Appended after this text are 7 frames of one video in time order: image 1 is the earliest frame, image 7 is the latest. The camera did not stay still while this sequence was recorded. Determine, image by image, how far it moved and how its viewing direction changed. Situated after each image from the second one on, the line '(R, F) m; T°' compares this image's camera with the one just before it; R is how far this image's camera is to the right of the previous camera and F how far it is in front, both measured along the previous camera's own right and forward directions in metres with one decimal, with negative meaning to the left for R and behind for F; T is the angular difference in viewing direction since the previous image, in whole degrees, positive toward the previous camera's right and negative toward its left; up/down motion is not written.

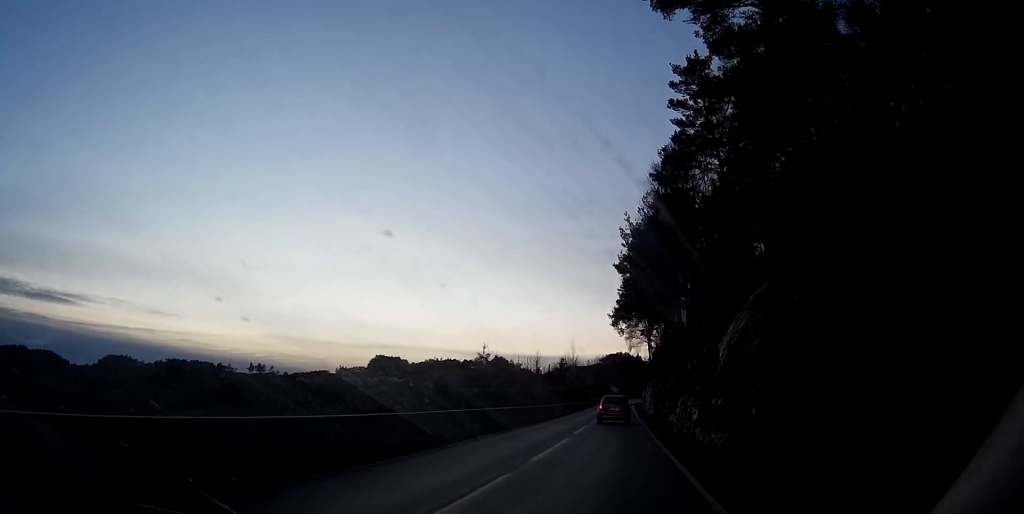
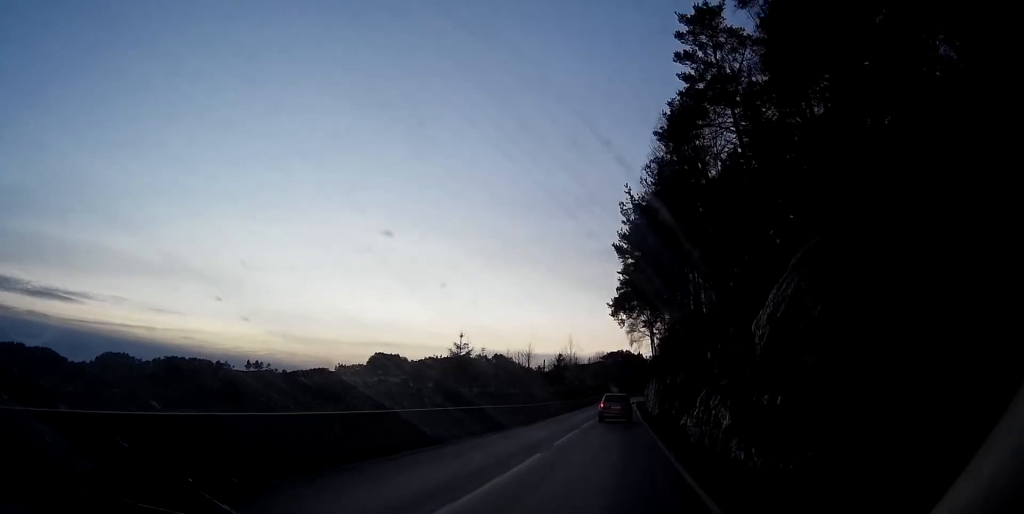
(0.0, +7.2) m; 0°
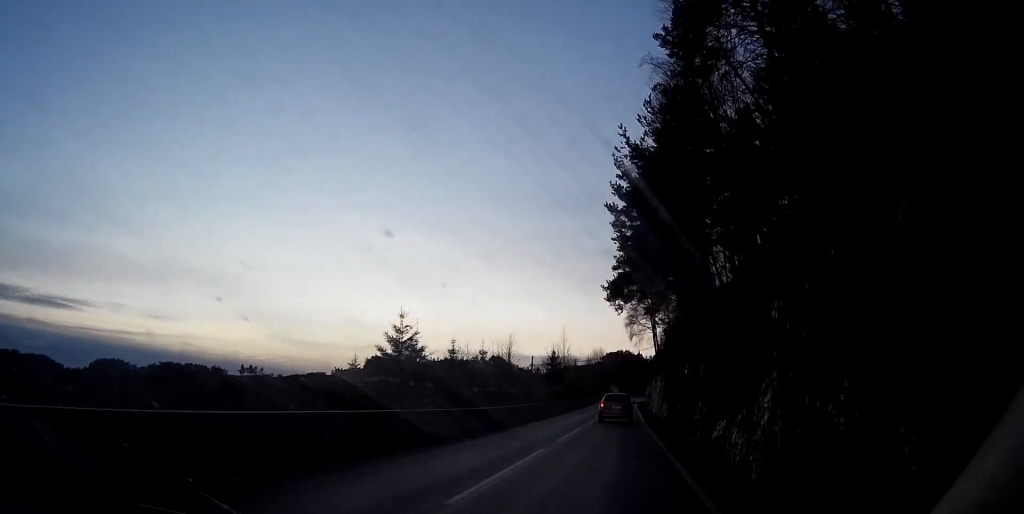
(0.0, +11.1) m; 0°
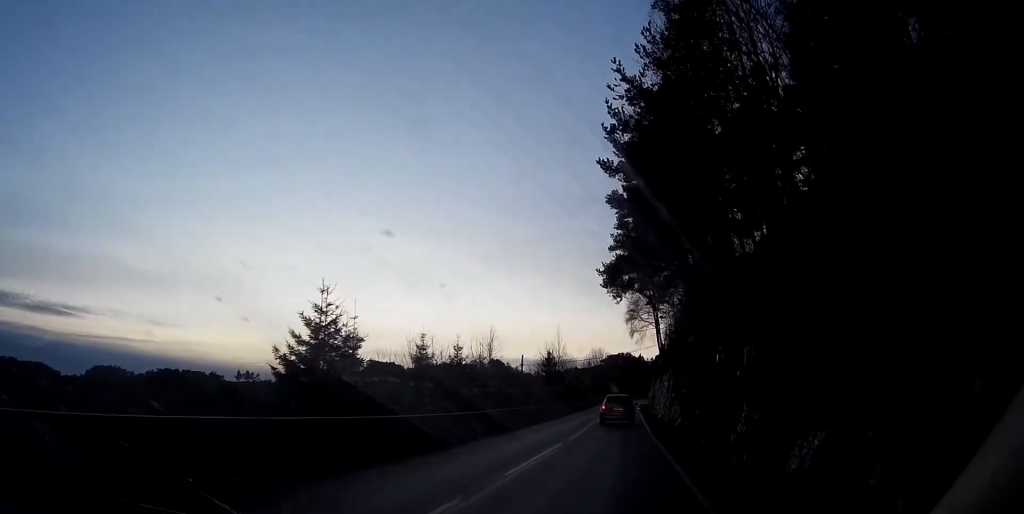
(0.0, +8.5) m; 0°
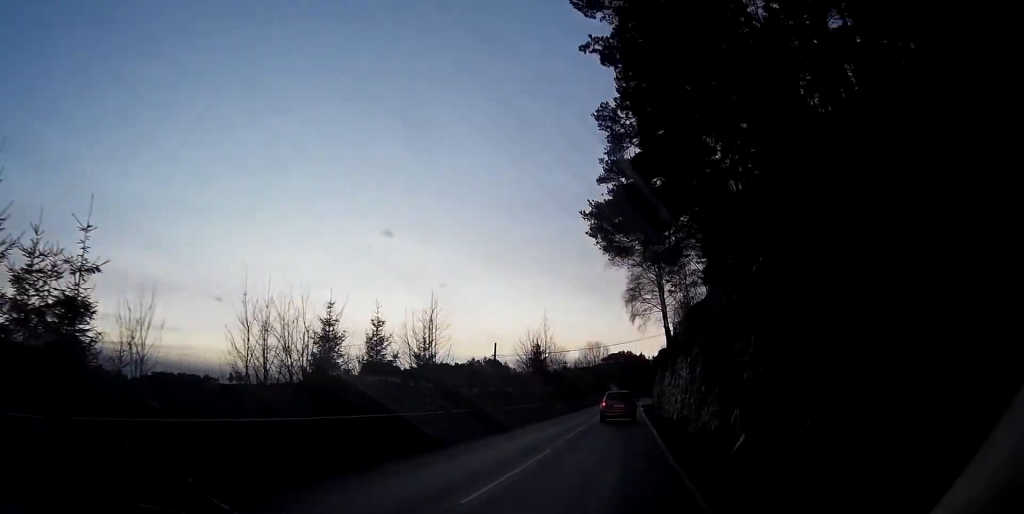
(+0.1, +15.4) m; 0°
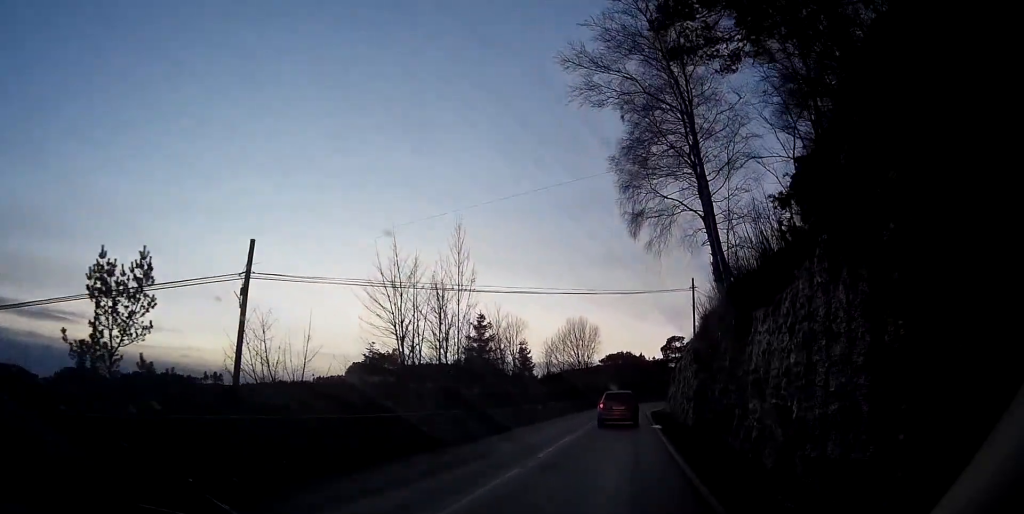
(-0.4, +39.9) m; -2°
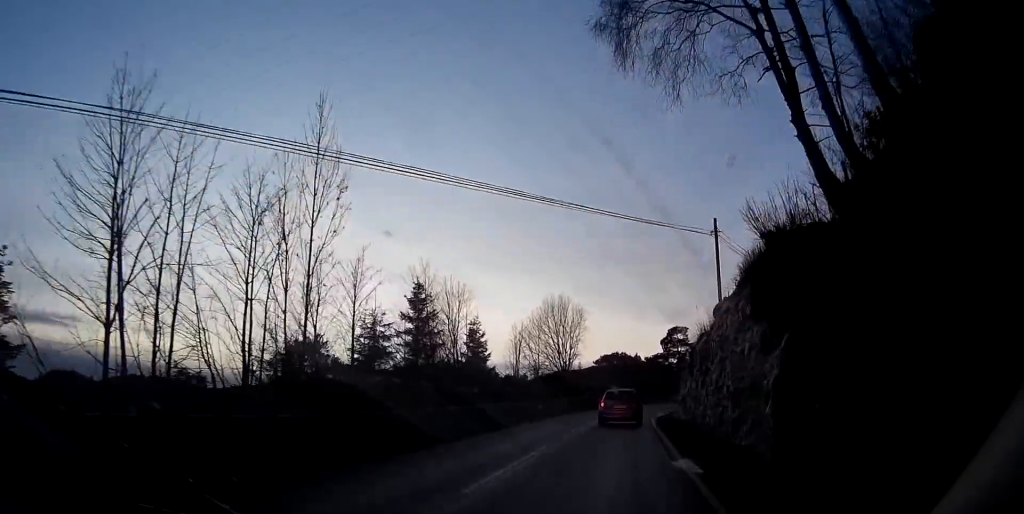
(-0.1, +18.1) m; +1°
